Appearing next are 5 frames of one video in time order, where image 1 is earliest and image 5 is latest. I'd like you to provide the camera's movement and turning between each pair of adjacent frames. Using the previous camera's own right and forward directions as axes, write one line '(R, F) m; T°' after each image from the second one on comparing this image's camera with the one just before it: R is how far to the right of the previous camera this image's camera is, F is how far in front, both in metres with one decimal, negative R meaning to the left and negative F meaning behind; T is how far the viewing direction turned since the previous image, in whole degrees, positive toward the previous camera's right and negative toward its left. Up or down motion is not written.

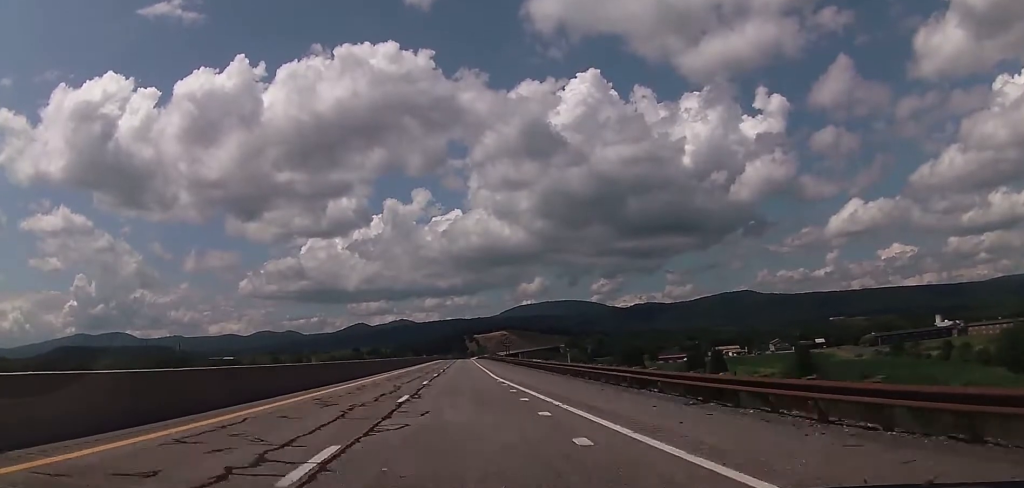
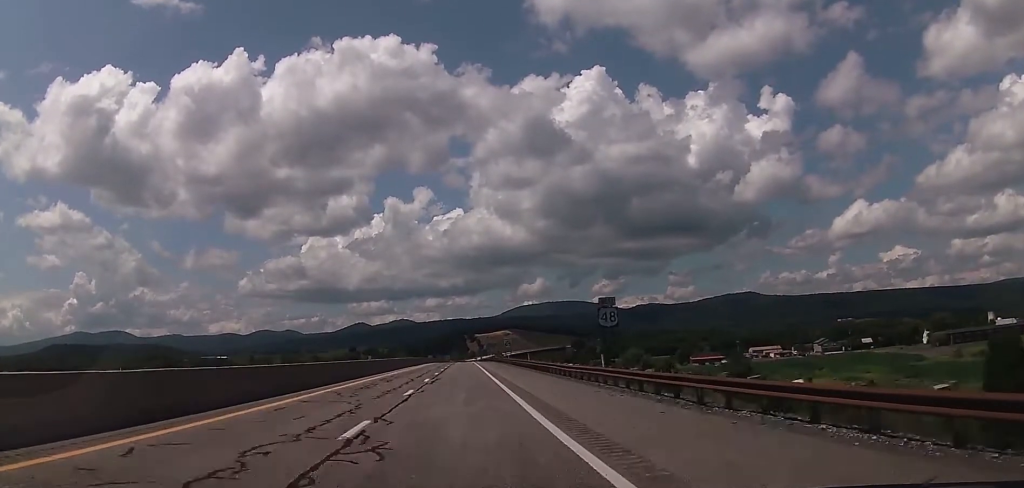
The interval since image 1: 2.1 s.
(+0.1, +70.1) m; 0°
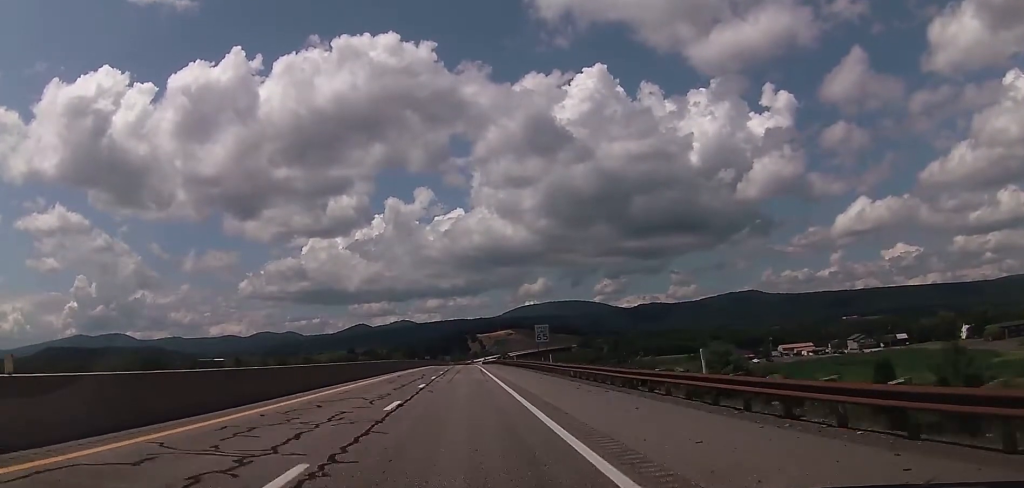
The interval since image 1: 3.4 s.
(+0.4, +42.7) m; 0°
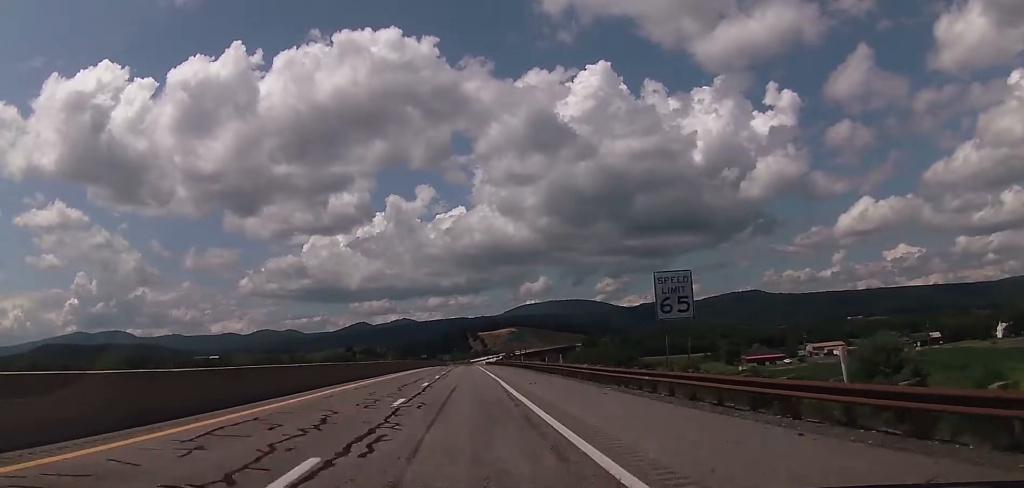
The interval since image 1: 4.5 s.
(-0.6, +36.2) m; -1°
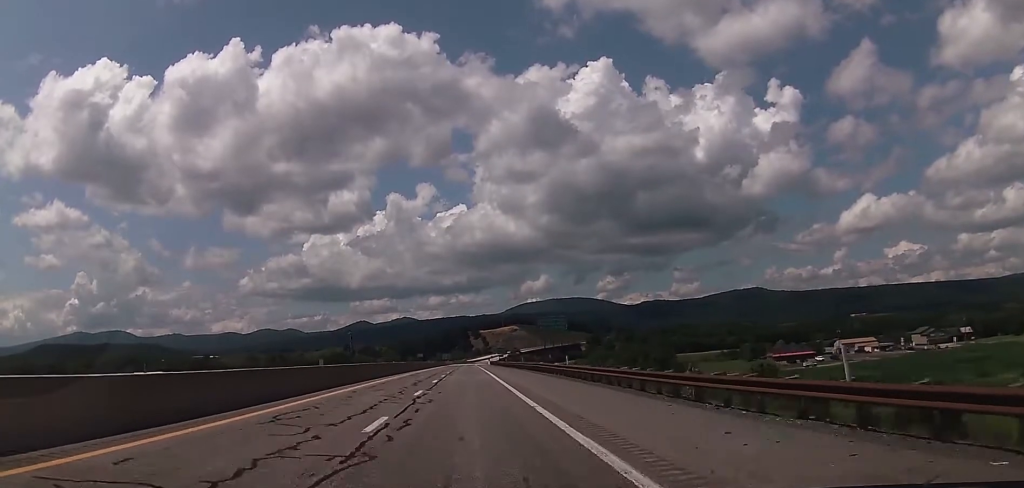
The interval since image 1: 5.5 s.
(+0.1, +30.6) m; +1°
